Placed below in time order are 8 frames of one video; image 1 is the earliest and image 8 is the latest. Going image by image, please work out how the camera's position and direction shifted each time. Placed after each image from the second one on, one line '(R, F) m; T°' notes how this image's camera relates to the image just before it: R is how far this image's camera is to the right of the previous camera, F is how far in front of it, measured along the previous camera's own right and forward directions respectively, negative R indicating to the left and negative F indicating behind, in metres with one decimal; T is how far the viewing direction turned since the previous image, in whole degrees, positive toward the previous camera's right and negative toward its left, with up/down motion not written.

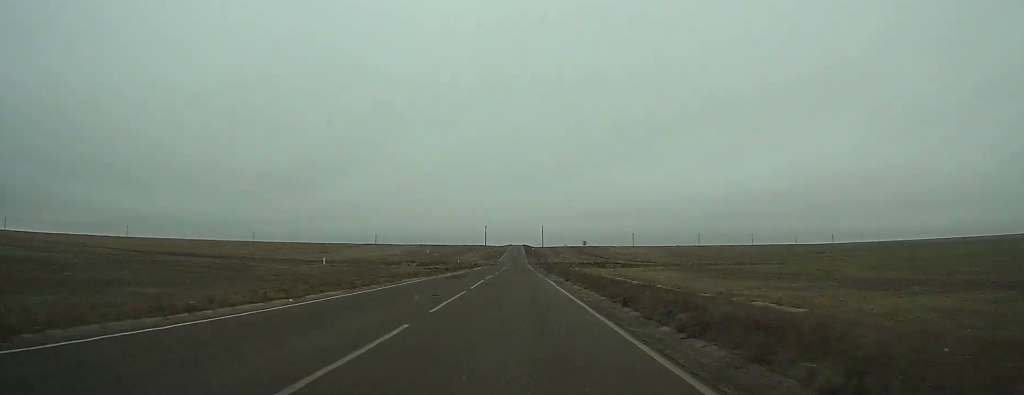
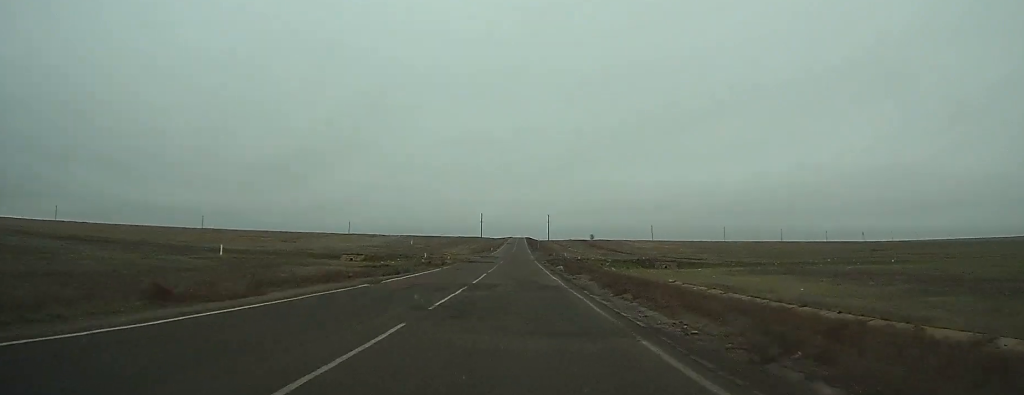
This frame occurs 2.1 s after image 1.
(-0.1, +49.2) m; 0°
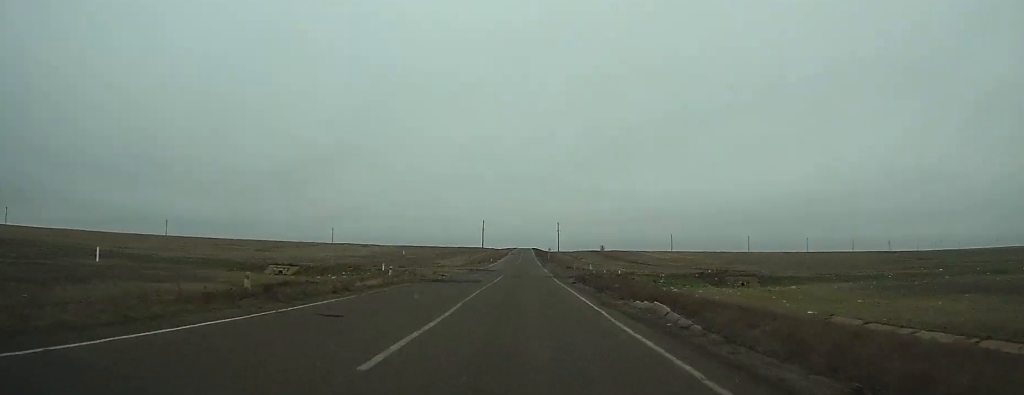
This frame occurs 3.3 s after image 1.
(0.0, +29.8) m; 0°
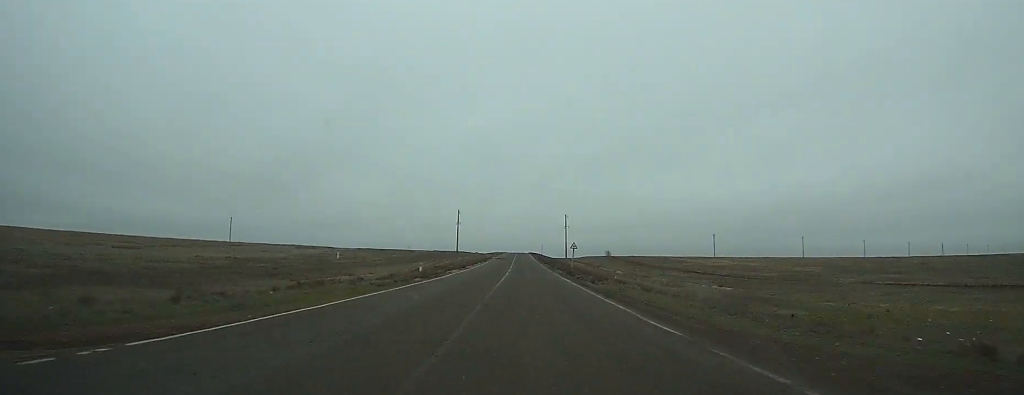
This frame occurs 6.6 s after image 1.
(+0.2, +81.5) m; 0°
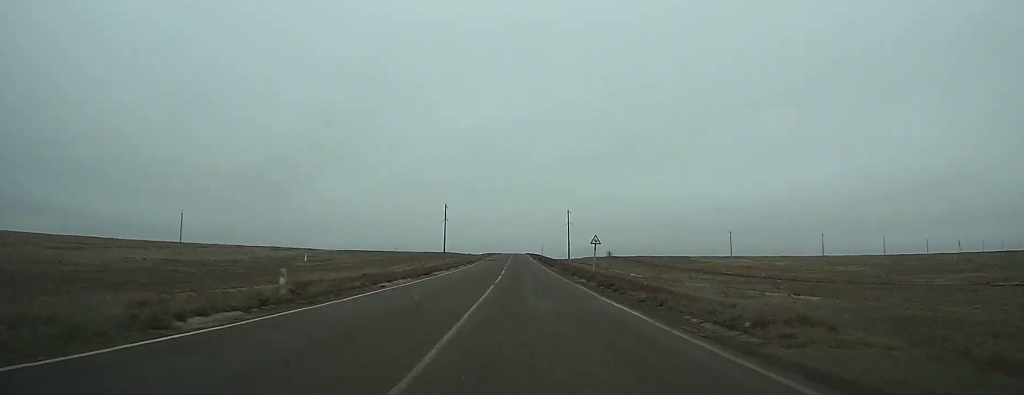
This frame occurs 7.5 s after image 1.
(+0.1, +23.1) m; 0°
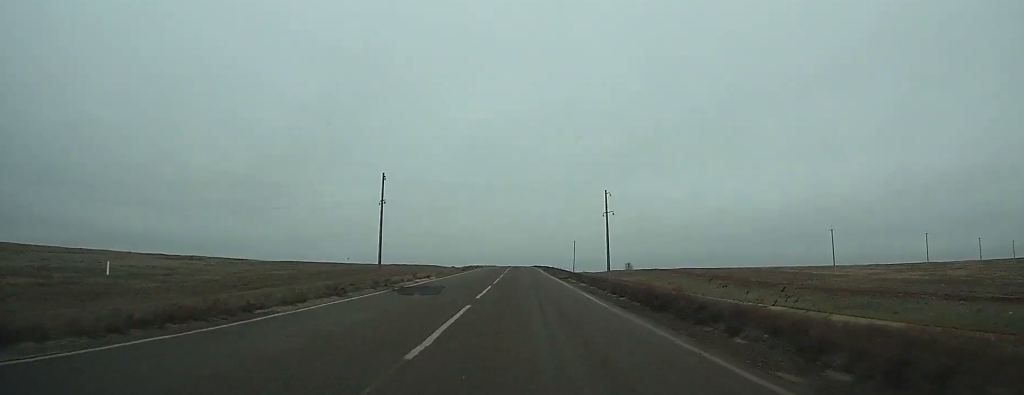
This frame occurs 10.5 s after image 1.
(-0.1, +69.4) m; 0°
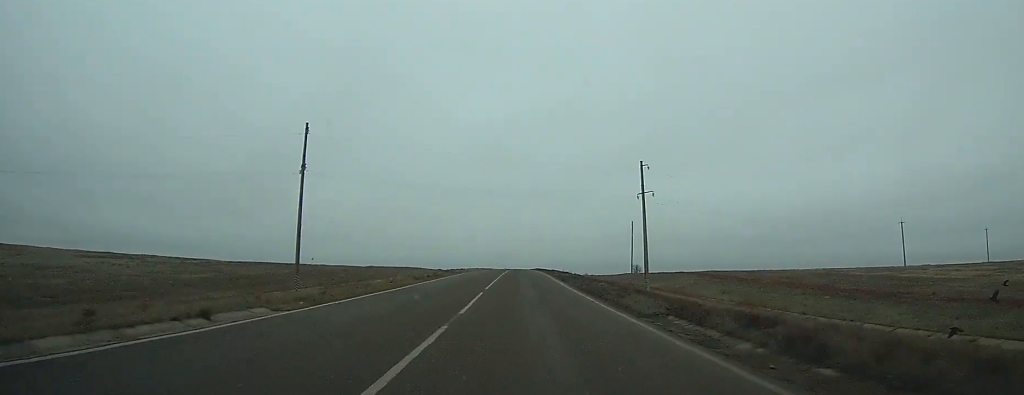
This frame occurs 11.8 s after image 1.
(0.0, +28.3) m; 0°
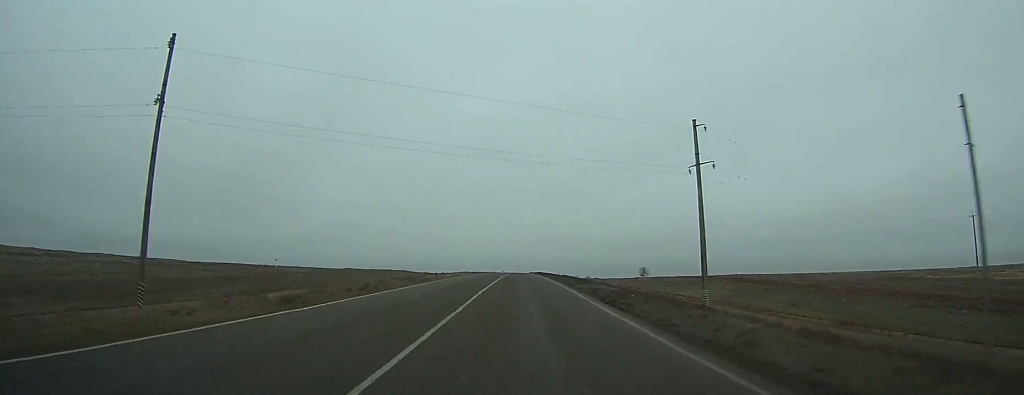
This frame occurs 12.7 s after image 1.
(0.0, +20.7) m; 0°
